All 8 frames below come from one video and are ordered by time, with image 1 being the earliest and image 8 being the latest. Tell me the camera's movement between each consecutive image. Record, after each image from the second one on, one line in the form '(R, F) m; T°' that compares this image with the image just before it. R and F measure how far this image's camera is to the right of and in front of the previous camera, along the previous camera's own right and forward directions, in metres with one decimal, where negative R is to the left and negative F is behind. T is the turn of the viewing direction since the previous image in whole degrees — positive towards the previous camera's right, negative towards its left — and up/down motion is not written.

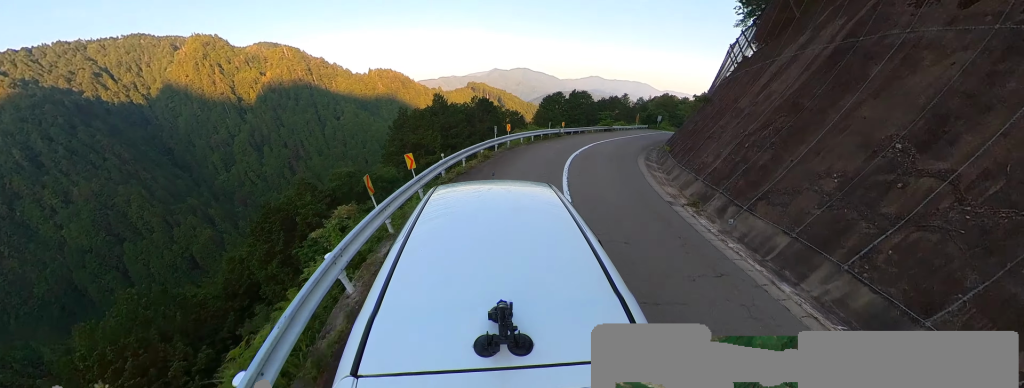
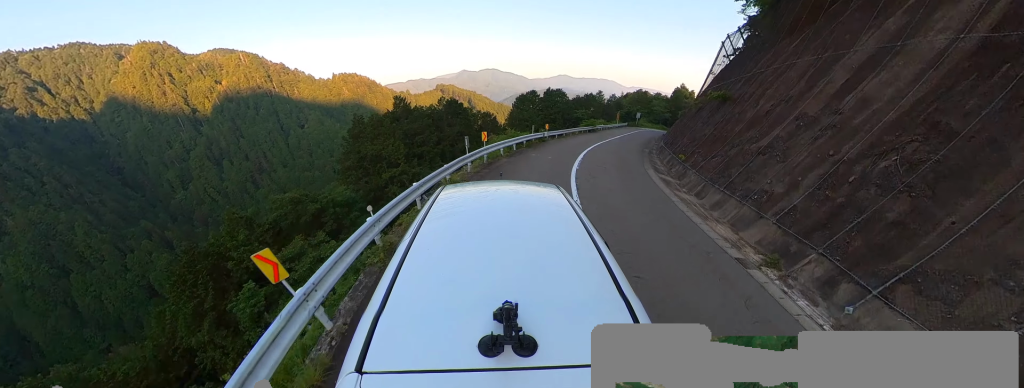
(+0.6, +5.0) m; +12°
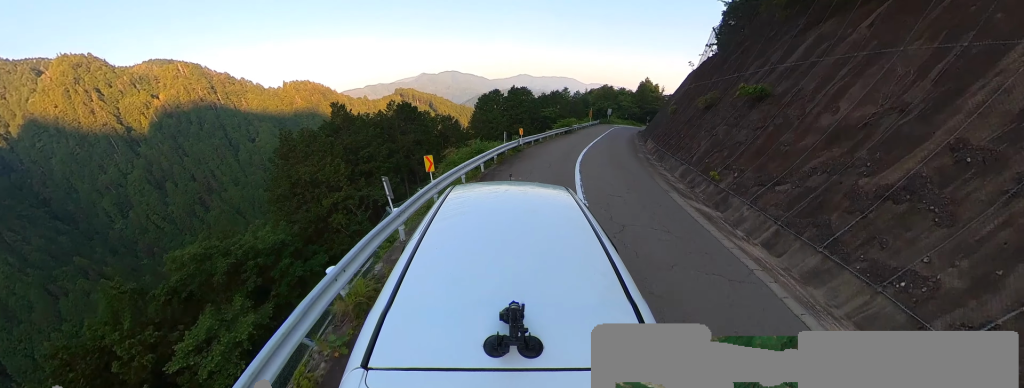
(+0.5, +5.9) m; +13°
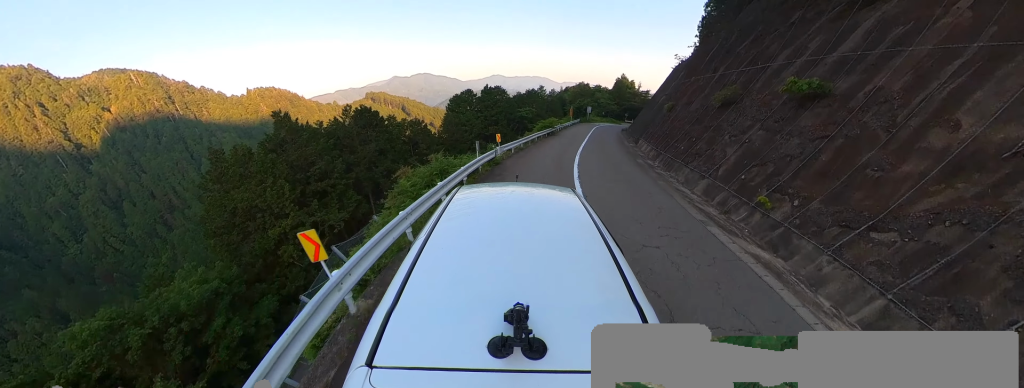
(+0.6, +4.1) m; +1°
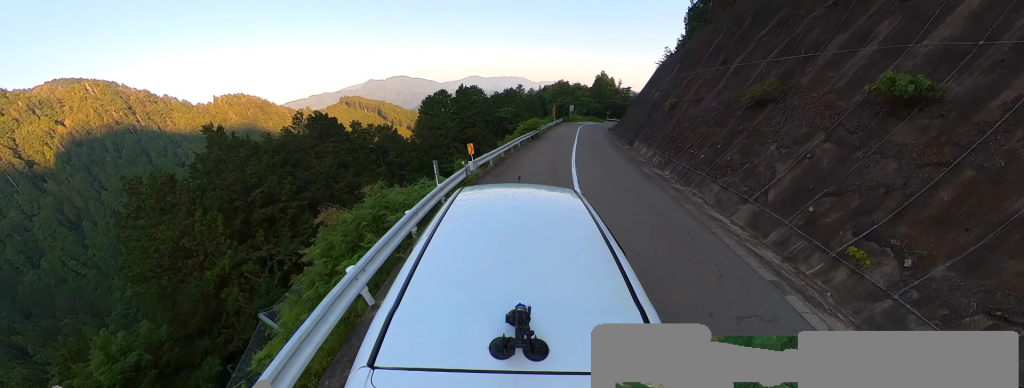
(+0.6, +3.9) m; 0°
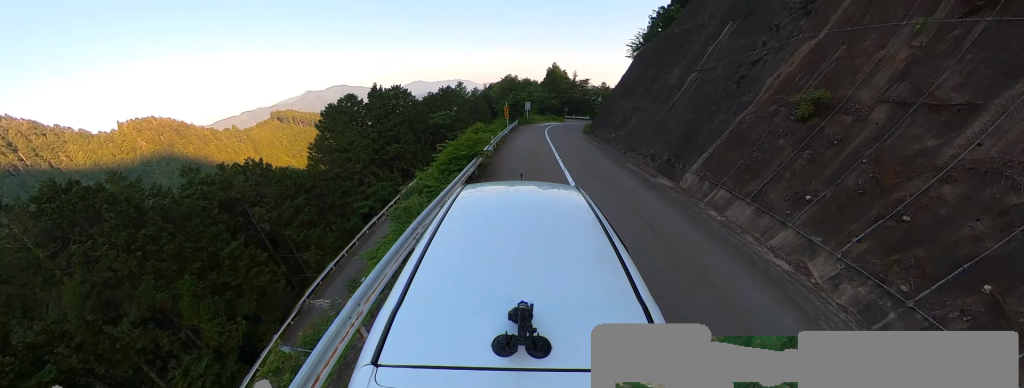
(-0.5, +13.7) m; +6°
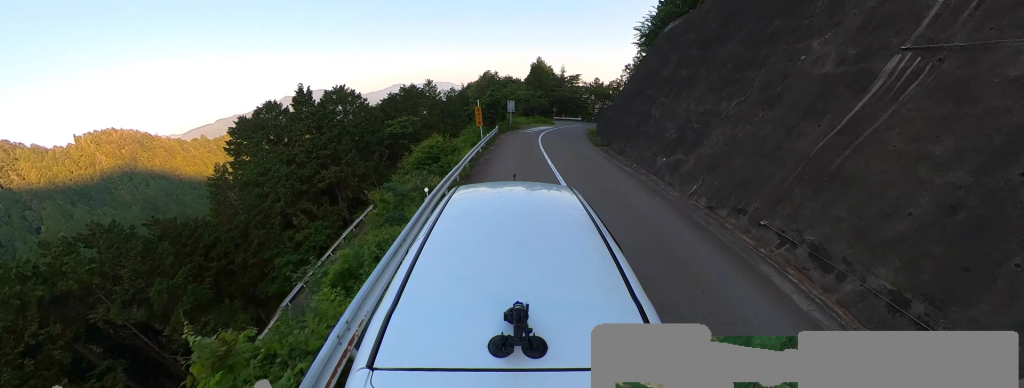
(+1.3, +10.1) m; +11°
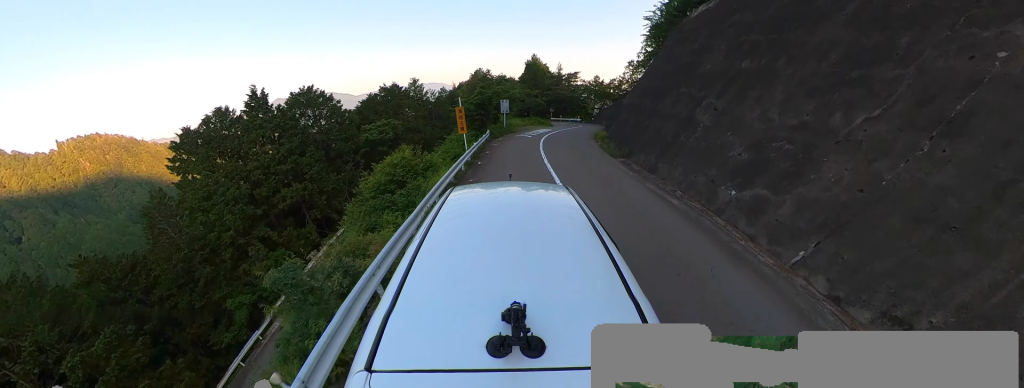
(+0.2, +4.7) m; +3°
